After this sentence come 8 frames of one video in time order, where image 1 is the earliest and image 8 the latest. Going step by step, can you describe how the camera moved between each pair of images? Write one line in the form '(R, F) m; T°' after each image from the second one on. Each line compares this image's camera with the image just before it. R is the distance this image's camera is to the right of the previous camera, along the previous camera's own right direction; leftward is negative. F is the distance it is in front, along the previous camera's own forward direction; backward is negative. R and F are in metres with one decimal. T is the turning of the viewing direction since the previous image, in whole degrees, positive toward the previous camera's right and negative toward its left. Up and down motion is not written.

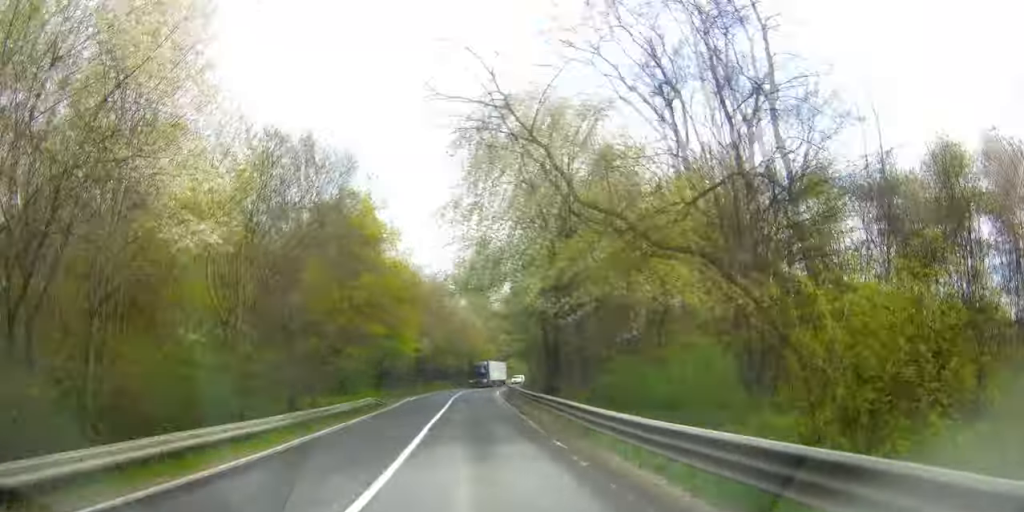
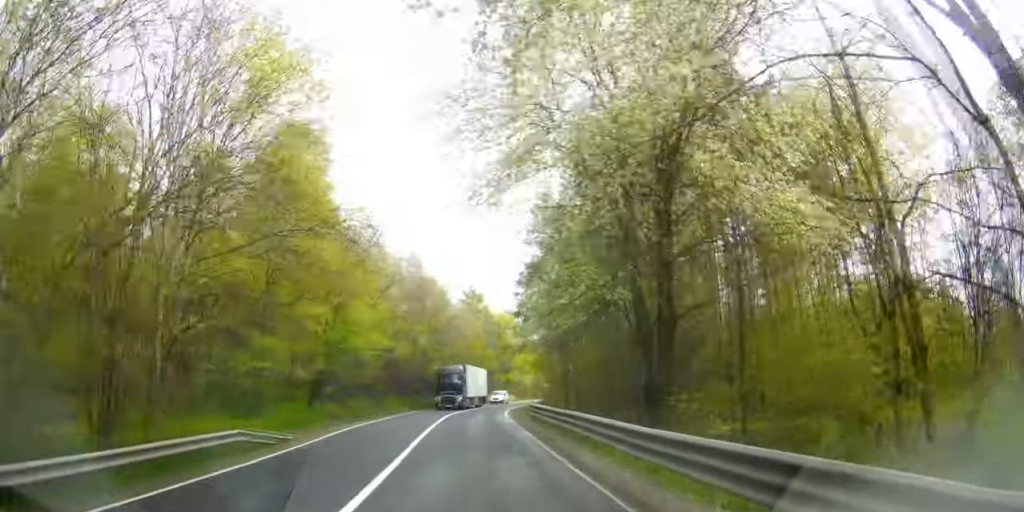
(+0.6, +19.4) m; +3°
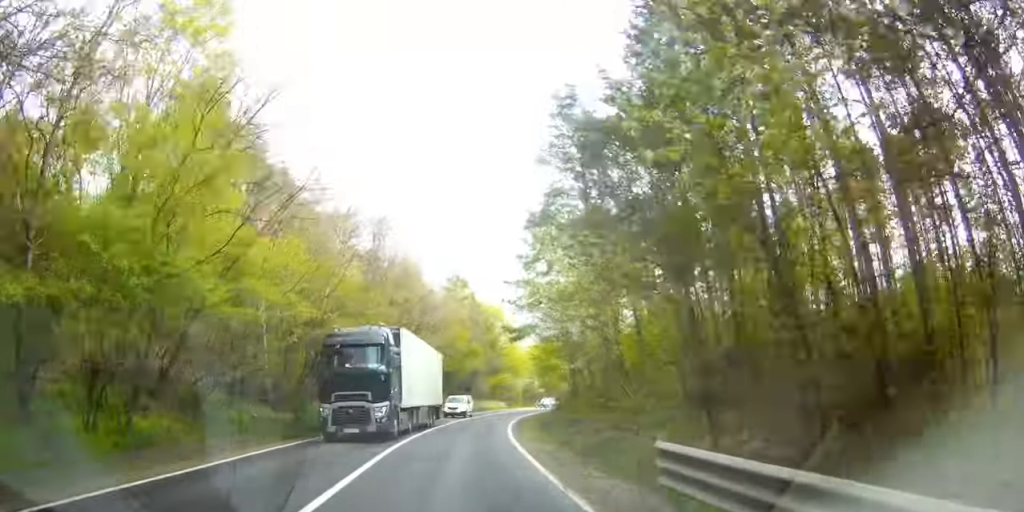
(+0.4, +18.7) m; +1°
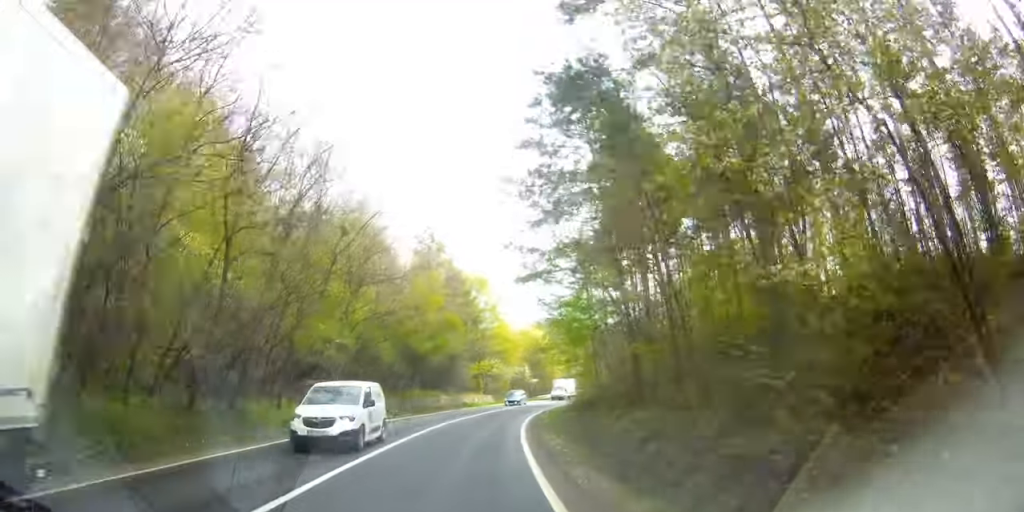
(+0.1, +19.7) m; 0°
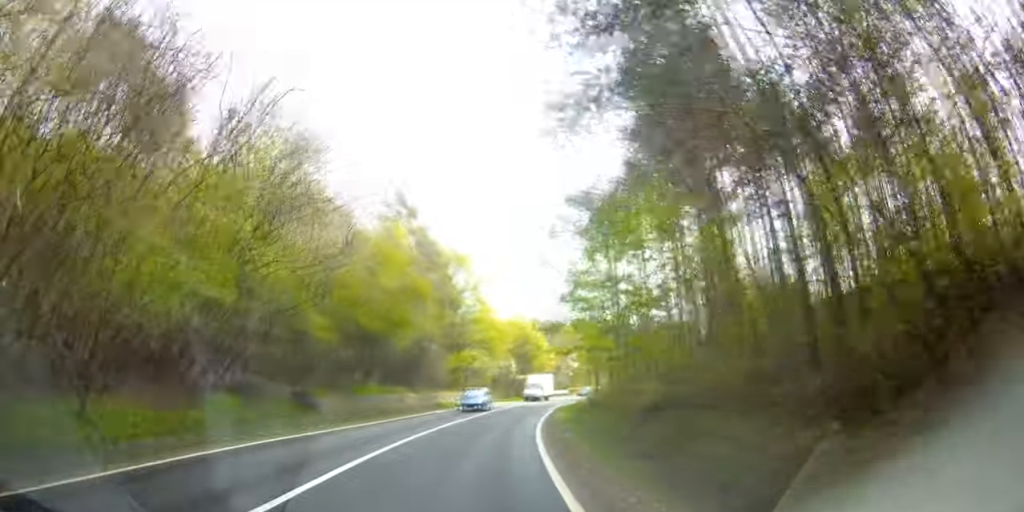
(0.0, +14.0) m; 0°
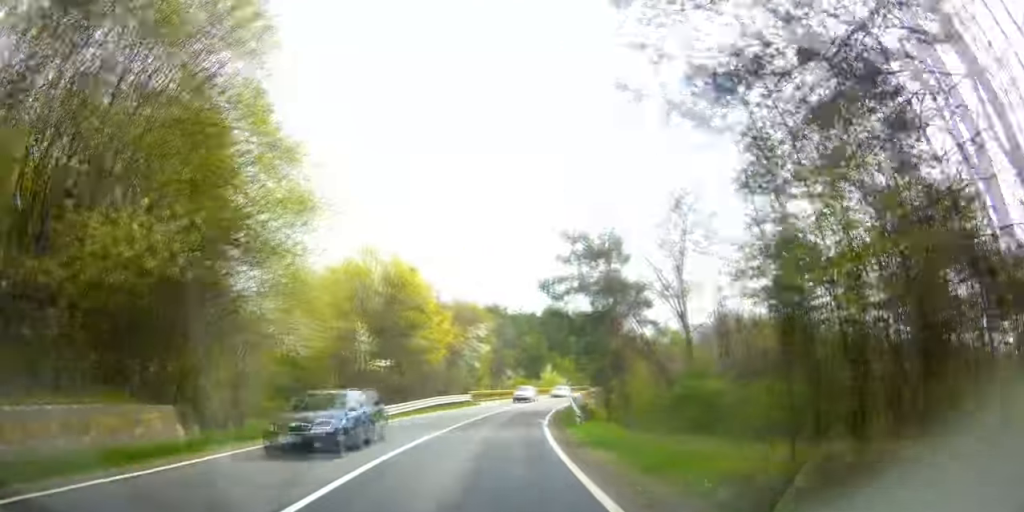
(+3.2, +50.4) m; +13°
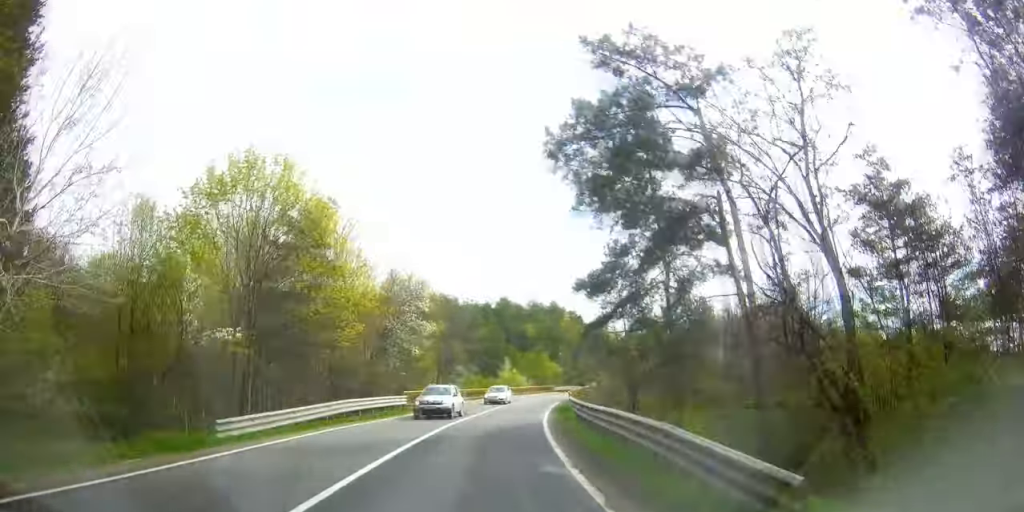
(+1.9, +20.5) m; +6°
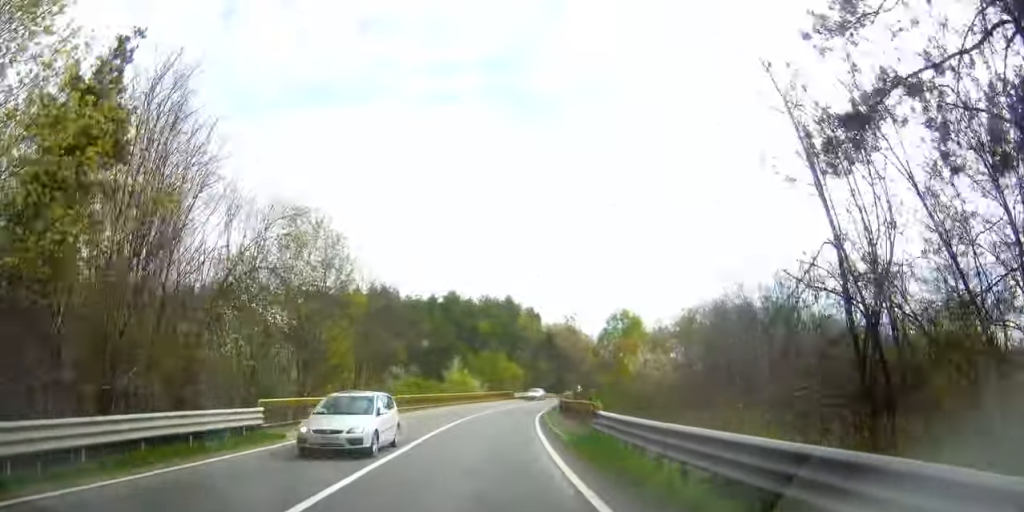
(+0.8, +19.5) m; +5°
